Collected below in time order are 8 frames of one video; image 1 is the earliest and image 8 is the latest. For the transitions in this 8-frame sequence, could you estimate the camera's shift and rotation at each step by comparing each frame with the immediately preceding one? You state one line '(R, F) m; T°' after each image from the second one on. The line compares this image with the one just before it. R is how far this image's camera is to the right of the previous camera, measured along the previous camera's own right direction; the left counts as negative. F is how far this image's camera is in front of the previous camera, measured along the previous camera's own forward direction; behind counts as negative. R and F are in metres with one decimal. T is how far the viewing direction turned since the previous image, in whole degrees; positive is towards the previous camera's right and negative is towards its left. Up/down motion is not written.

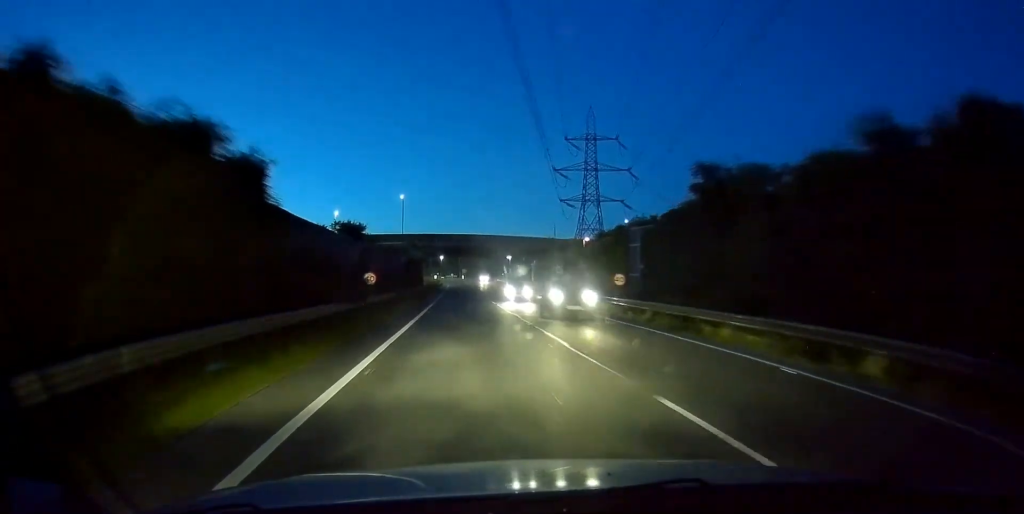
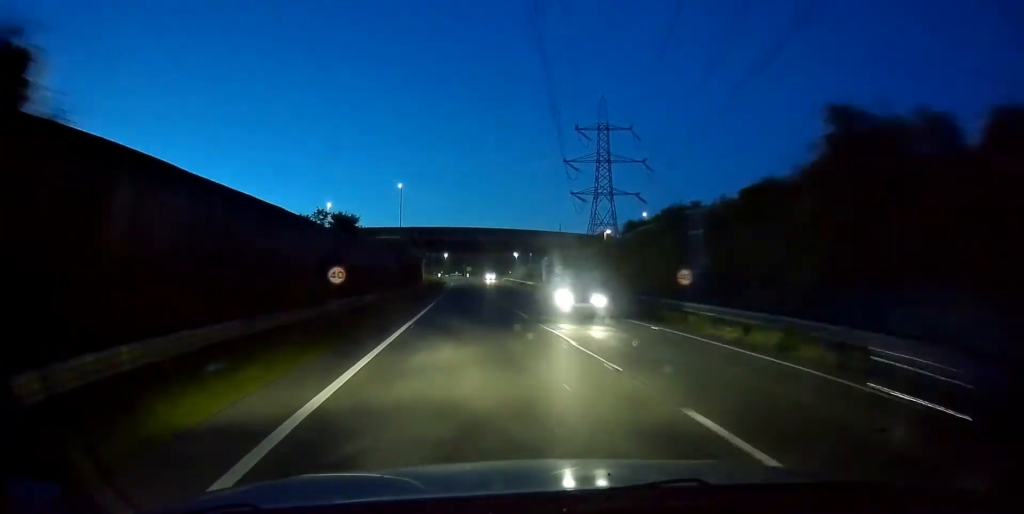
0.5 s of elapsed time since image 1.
(-0.1, +9.6) m; -1°
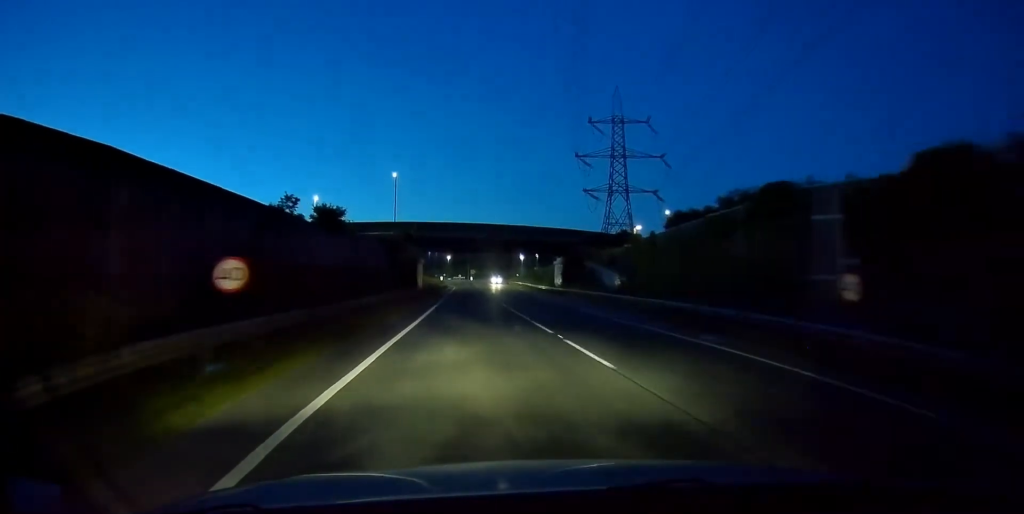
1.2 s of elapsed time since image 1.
(-0.2, +11.8) m; -1°
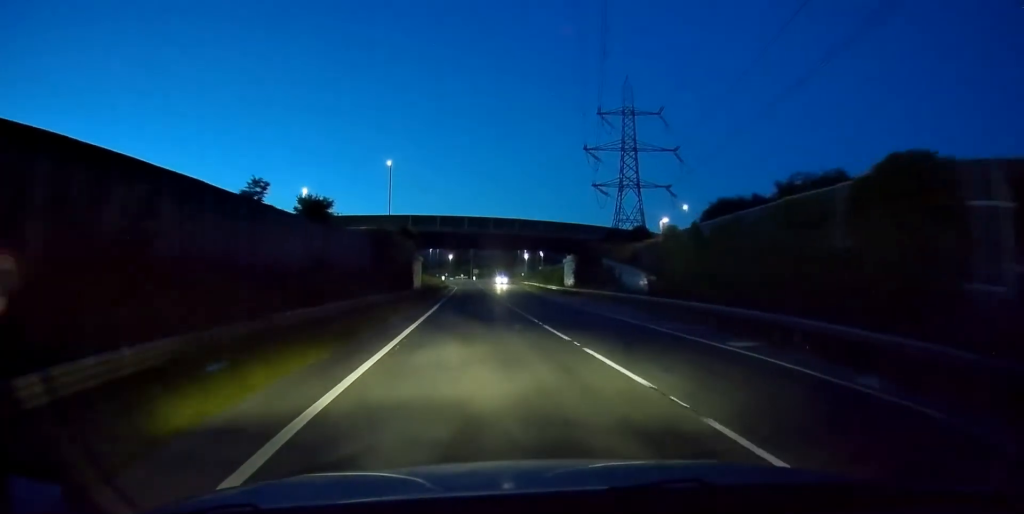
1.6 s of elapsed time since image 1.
(0.0, +7.6) m; 0°
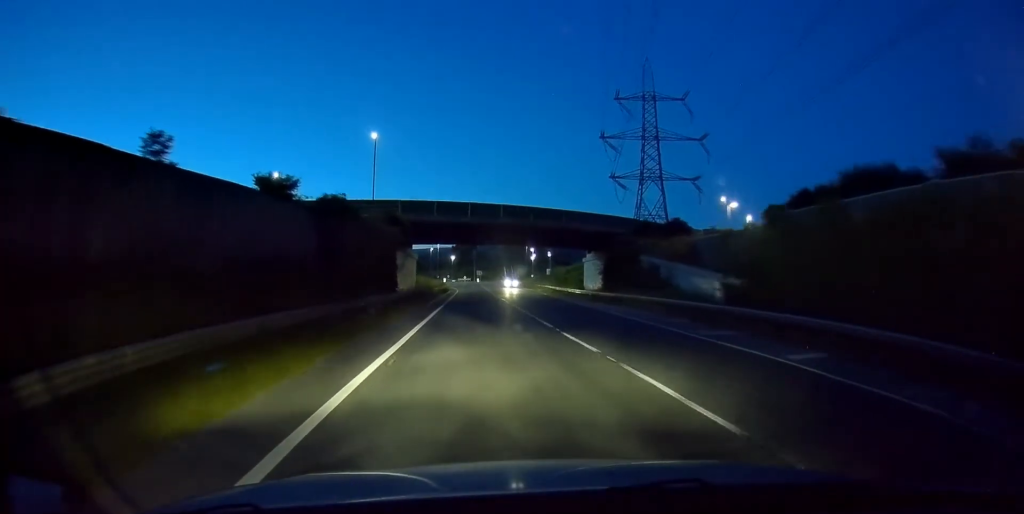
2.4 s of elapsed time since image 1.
(0.0, +13.7) m; +1°
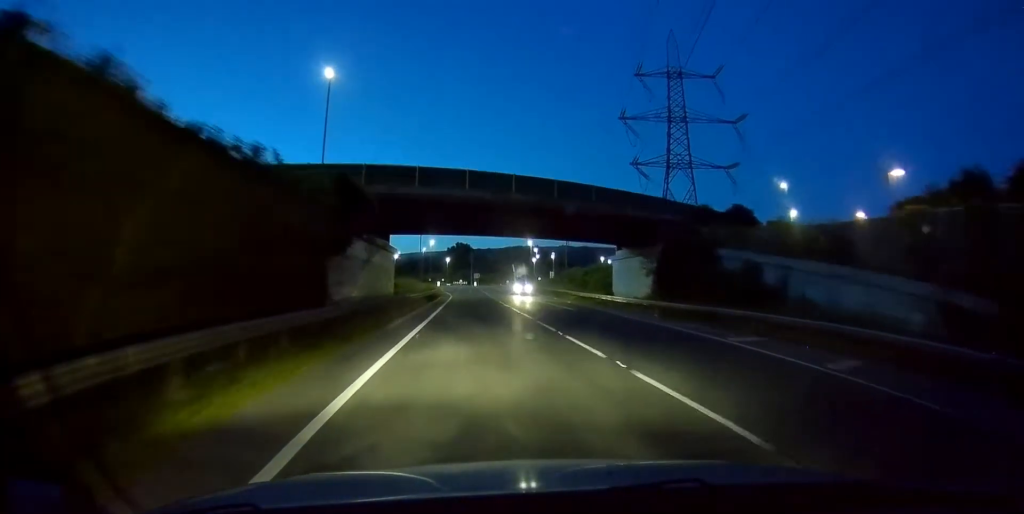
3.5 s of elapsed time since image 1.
(+0.3, +17.9) m; 0°
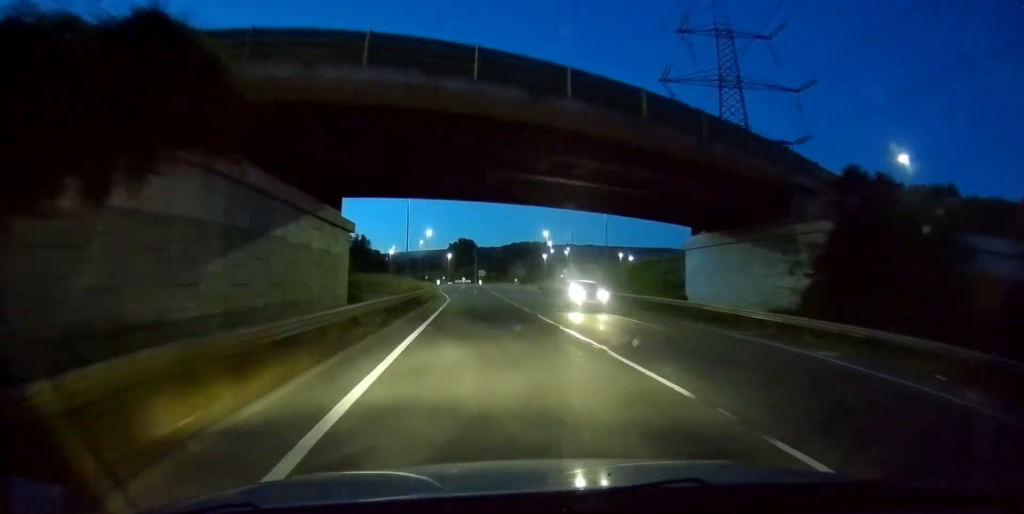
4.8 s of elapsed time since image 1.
(-0.6, +21.6) m; -2°
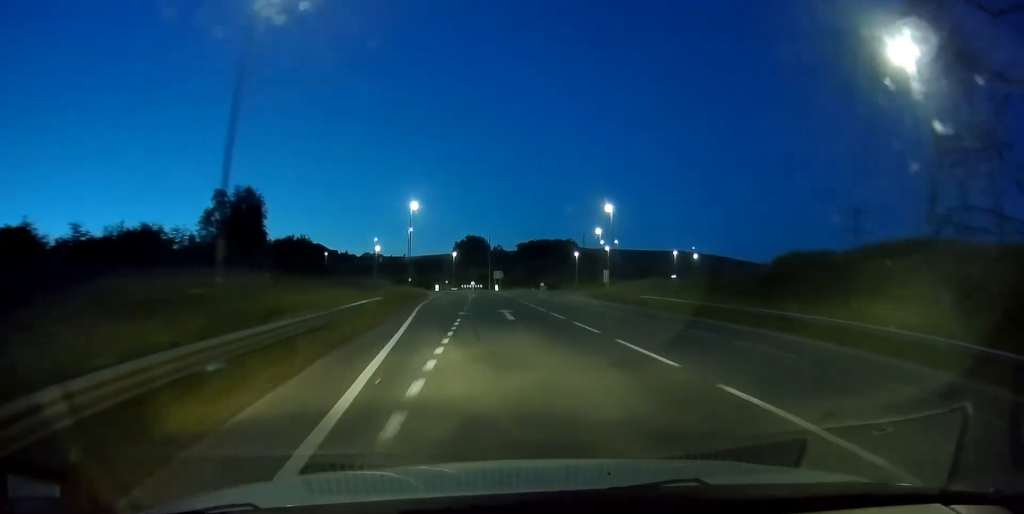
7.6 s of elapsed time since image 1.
(+0.8, +45.1) m; +2°
